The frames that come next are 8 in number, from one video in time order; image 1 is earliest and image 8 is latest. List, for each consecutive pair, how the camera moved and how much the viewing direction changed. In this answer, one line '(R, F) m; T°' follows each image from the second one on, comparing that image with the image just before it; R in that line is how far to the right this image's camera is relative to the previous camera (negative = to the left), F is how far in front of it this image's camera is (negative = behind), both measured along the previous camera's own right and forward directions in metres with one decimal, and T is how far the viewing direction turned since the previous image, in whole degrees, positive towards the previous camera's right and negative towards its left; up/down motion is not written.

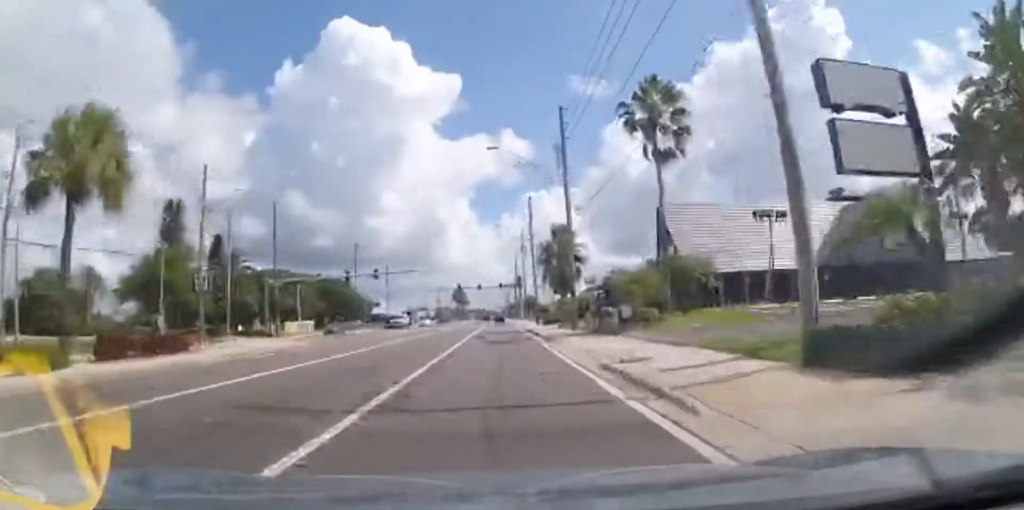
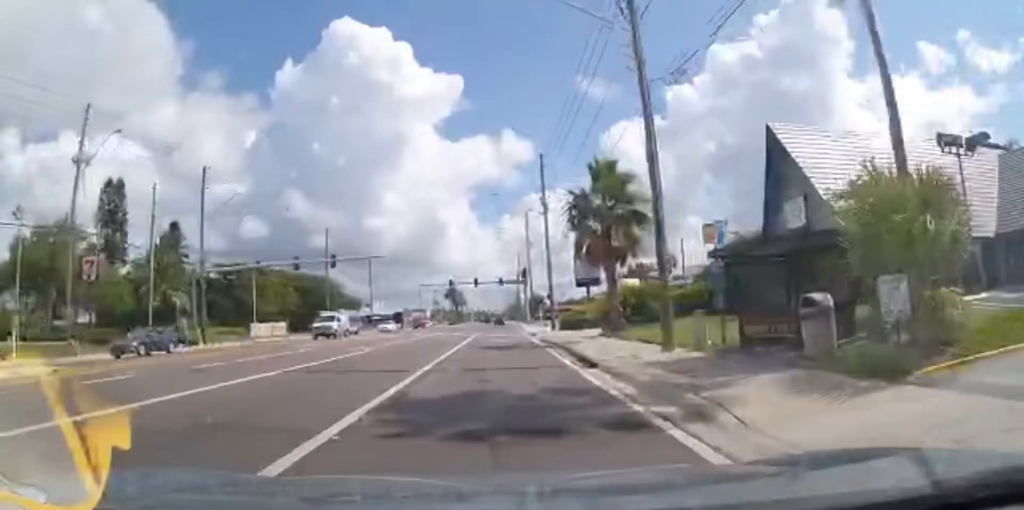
(+0.1, +17.7) m; +1°
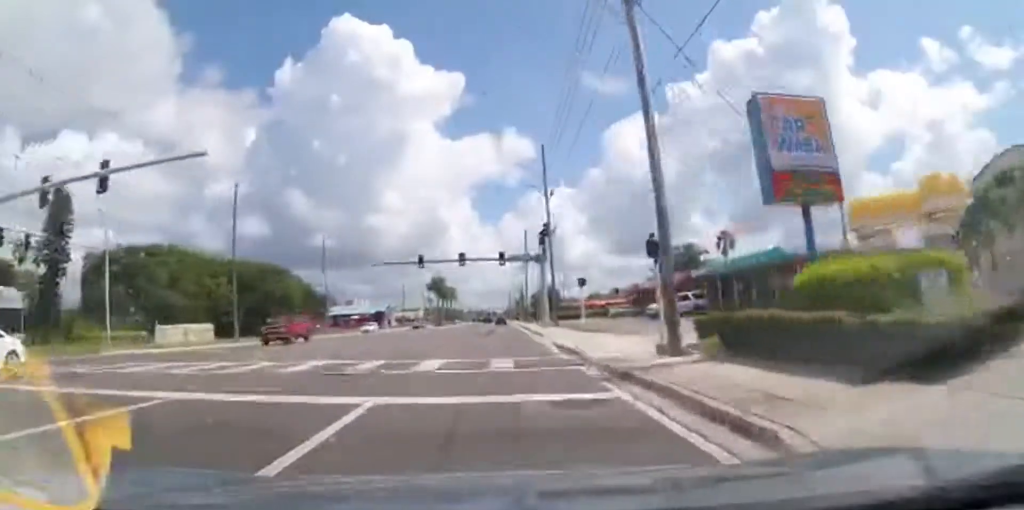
(+0.8, +31.1) m; +2°
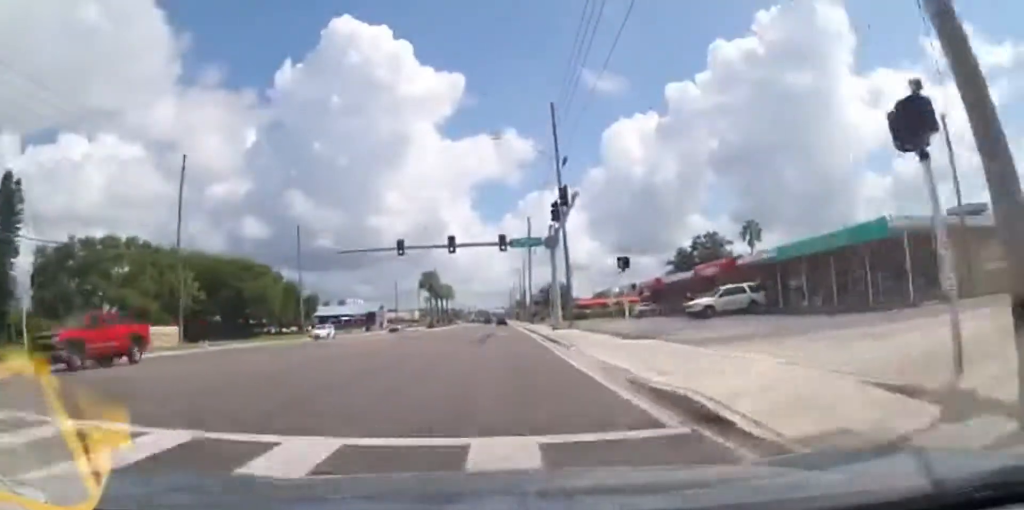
(+0.2, +10.2) m; 0°
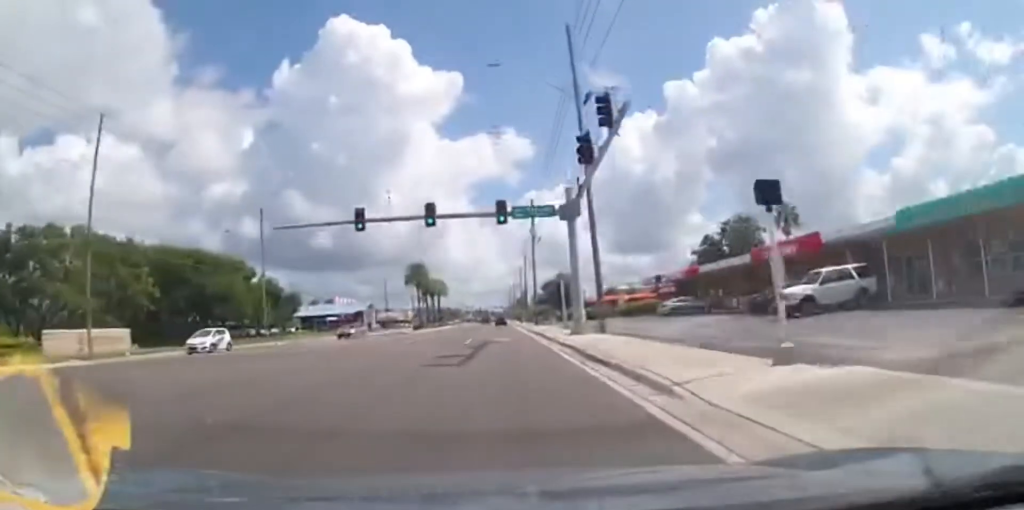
(-0.2, +11.4) m; -1°
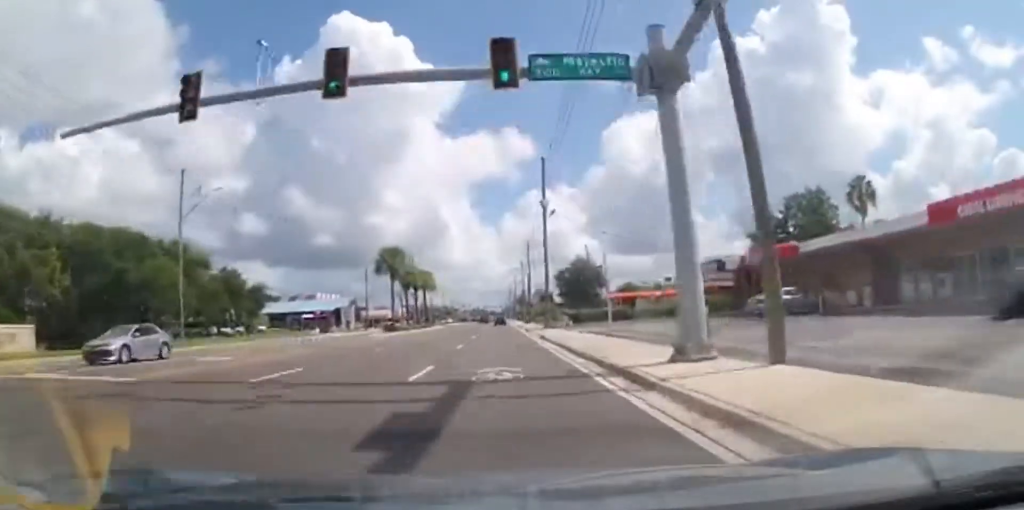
(-0.3, +17.0) m; -1°
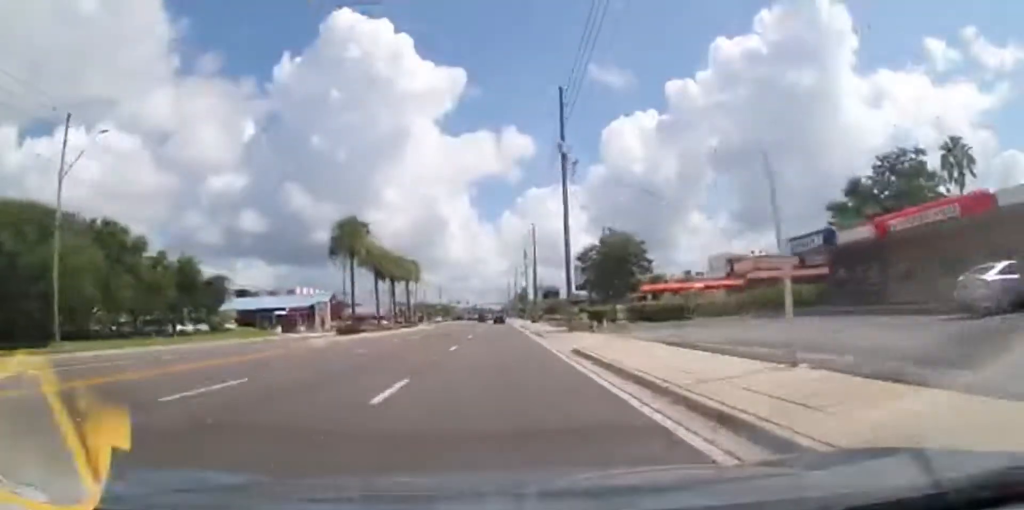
(-0.1, +15.1) m; 0°
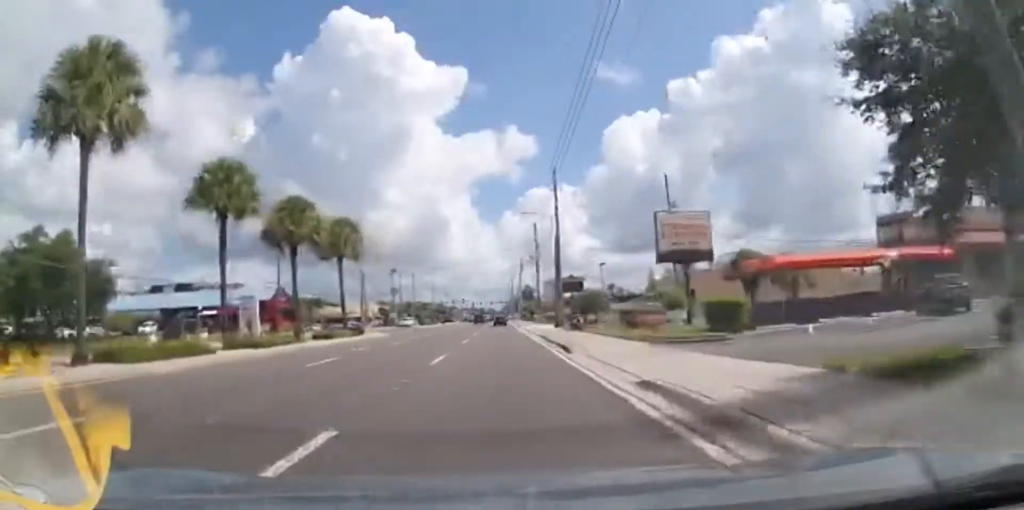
(+0.5, +28.7) m; +2°
